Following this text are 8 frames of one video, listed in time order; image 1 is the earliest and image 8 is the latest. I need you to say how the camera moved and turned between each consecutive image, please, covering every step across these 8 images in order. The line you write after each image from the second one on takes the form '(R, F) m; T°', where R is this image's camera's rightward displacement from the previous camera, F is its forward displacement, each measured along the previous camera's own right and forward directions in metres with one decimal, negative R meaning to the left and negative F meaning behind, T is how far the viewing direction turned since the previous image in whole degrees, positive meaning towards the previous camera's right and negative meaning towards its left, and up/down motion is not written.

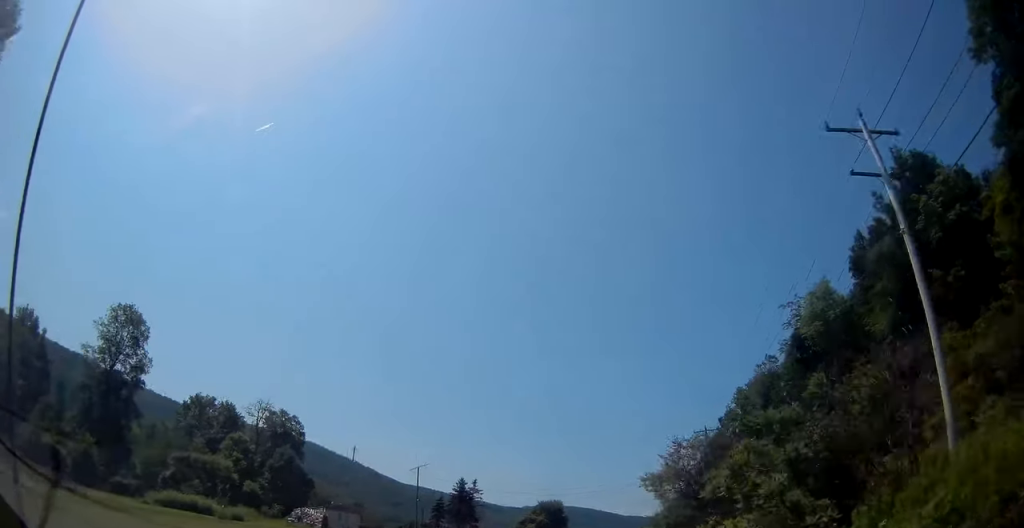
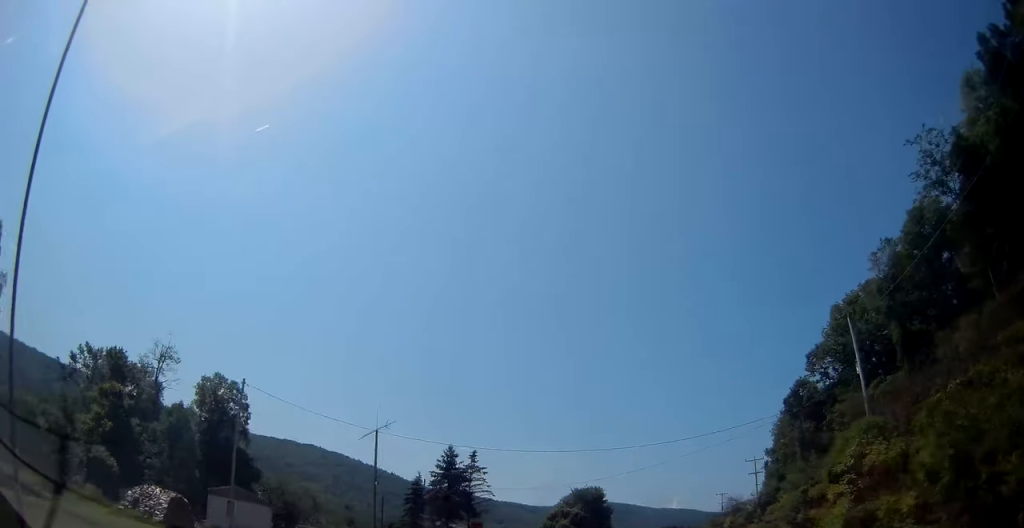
(-1.7, +31.8) m; -4°
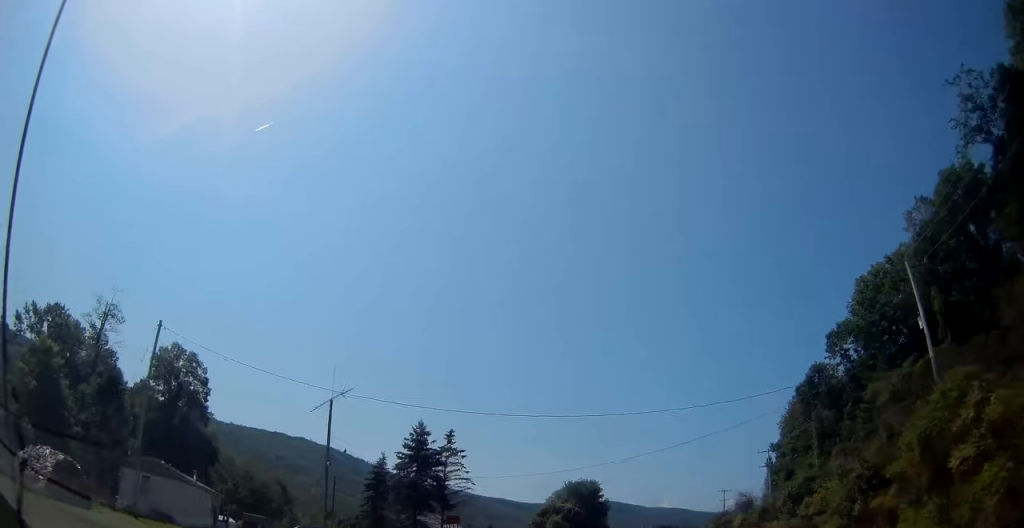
(0.0, +9.2) m; +1°
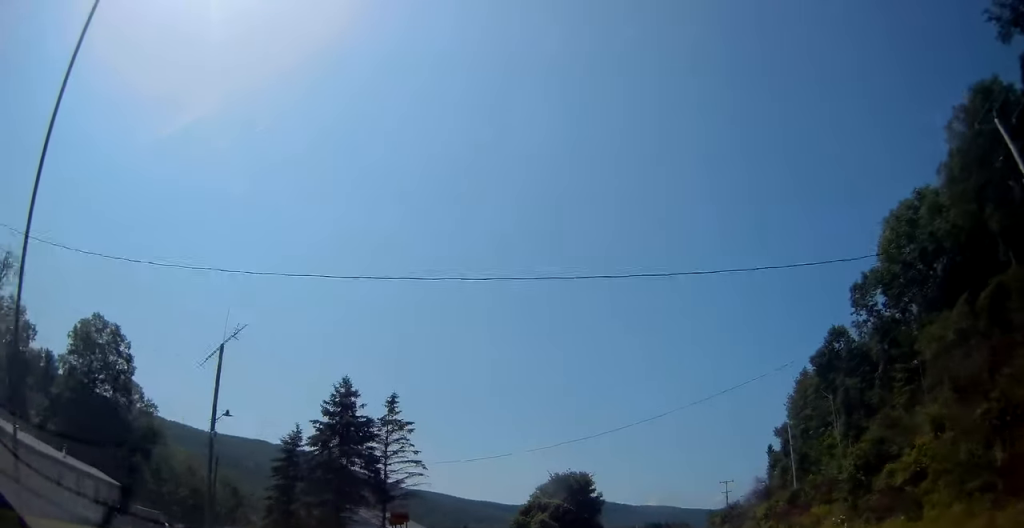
(-0.1, +12.9) m; +1°
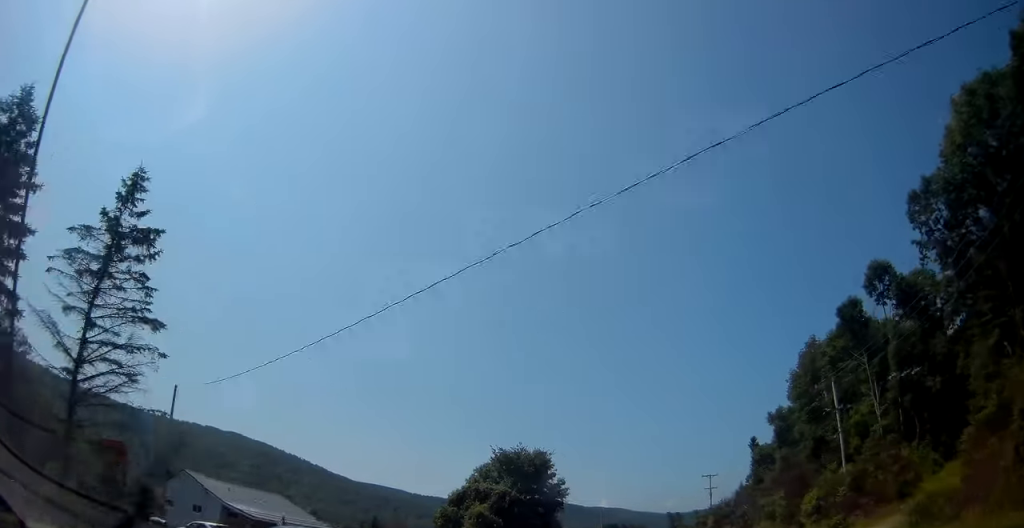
(+0.6, +22.0) m; +6°
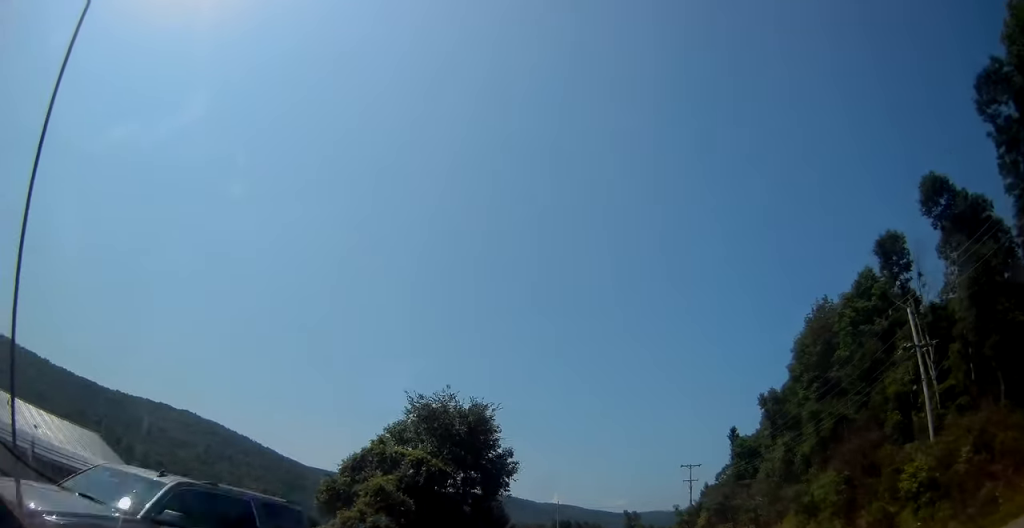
(+1.4, +18.0) m; +6°
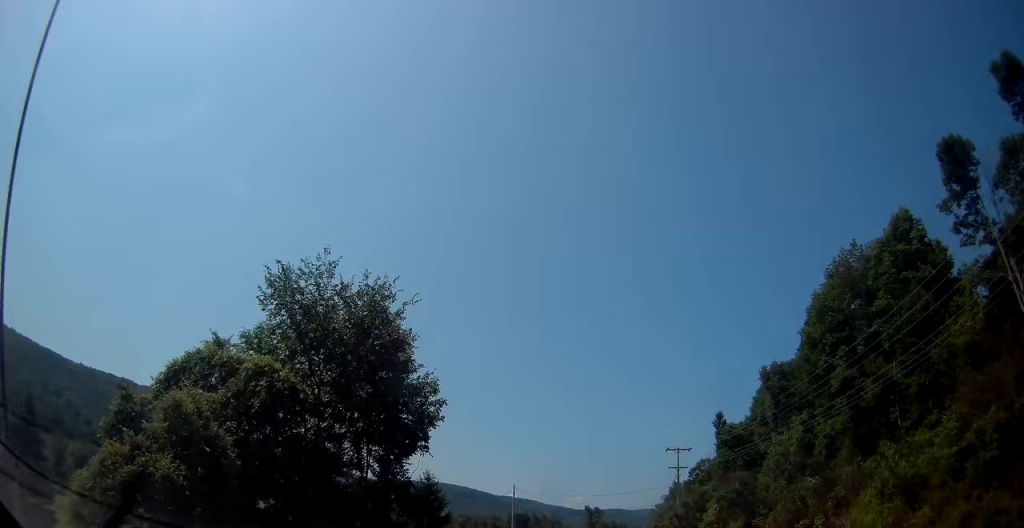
(+0.7, +16.6) m; +4°
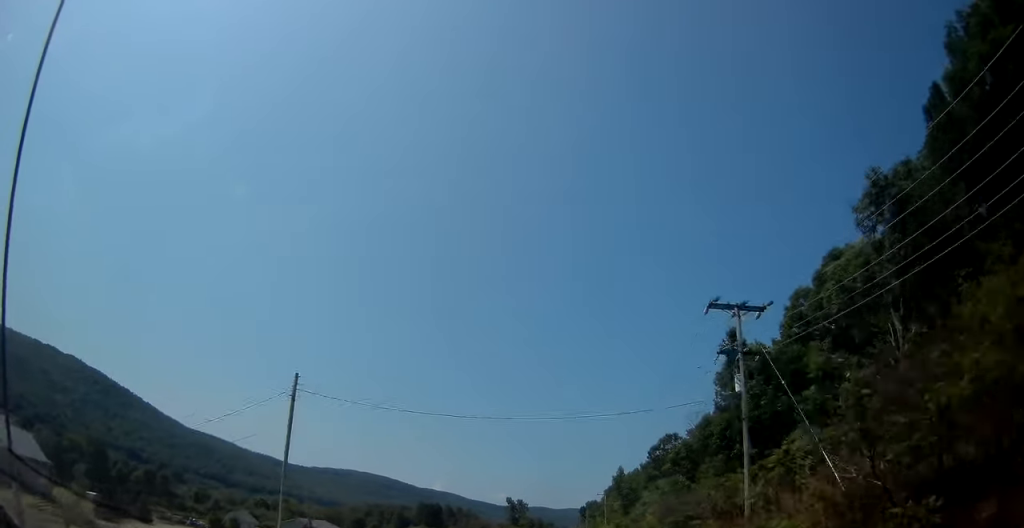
(+3.7, +46.4) m; +7°
